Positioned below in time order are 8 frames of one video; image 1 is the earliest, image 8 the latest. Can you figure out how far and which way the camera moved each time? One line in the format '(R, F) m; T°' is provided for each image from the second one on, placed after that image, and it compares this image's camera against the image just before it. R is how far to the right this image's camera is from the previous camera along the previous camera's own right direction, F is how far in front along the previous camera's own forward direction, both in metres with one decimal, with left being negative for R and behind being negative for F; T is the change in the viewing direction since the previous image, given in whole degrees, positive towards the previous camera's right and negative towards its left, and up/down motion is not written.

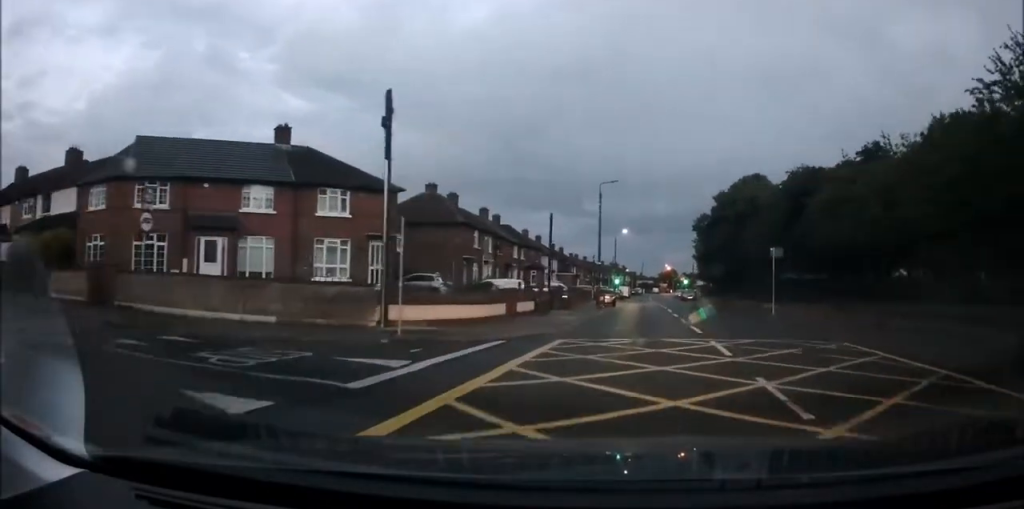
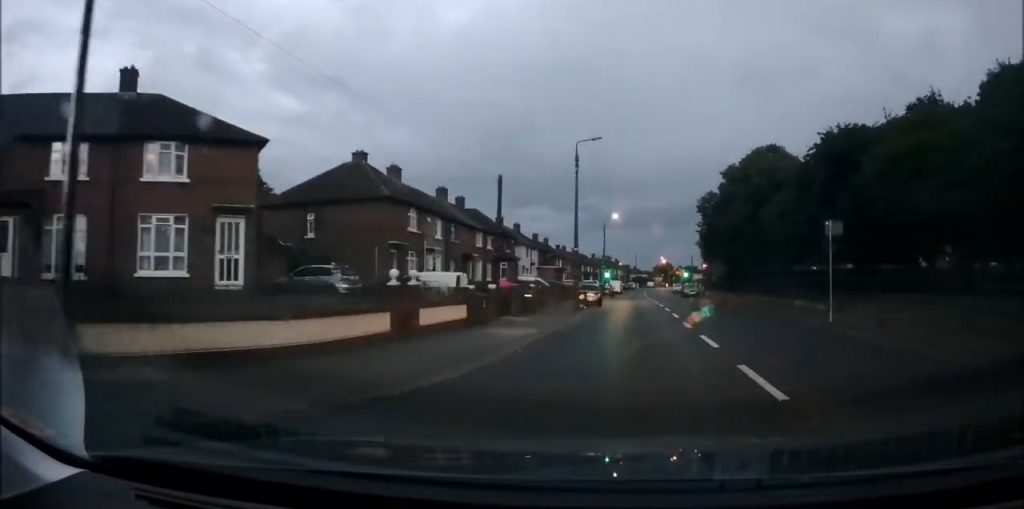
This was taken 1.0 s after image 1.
(+0.1, +11.0) m; 0°
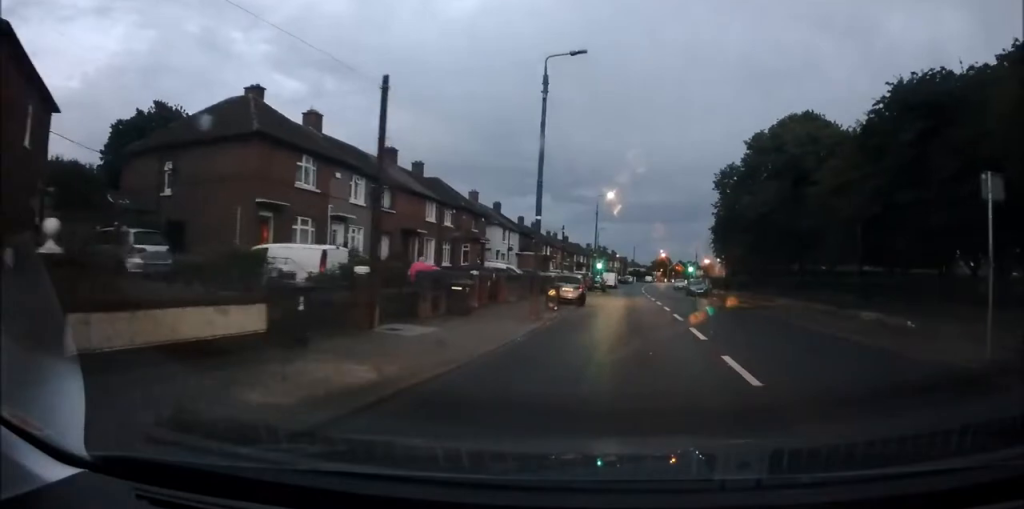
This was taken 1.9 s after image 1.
(0.0, +11.0) m; -1°
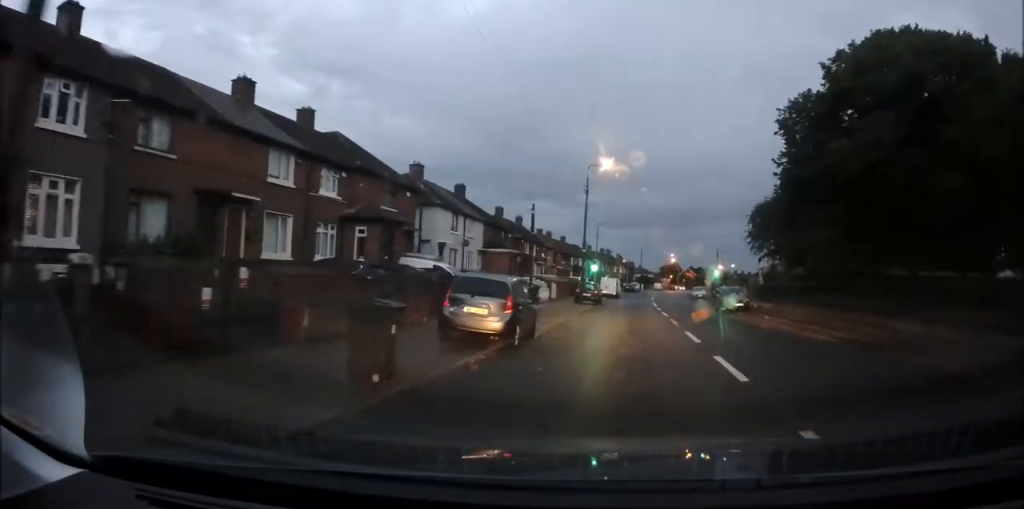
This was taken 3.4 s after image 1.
(-0.1, +17.0) m; 0°
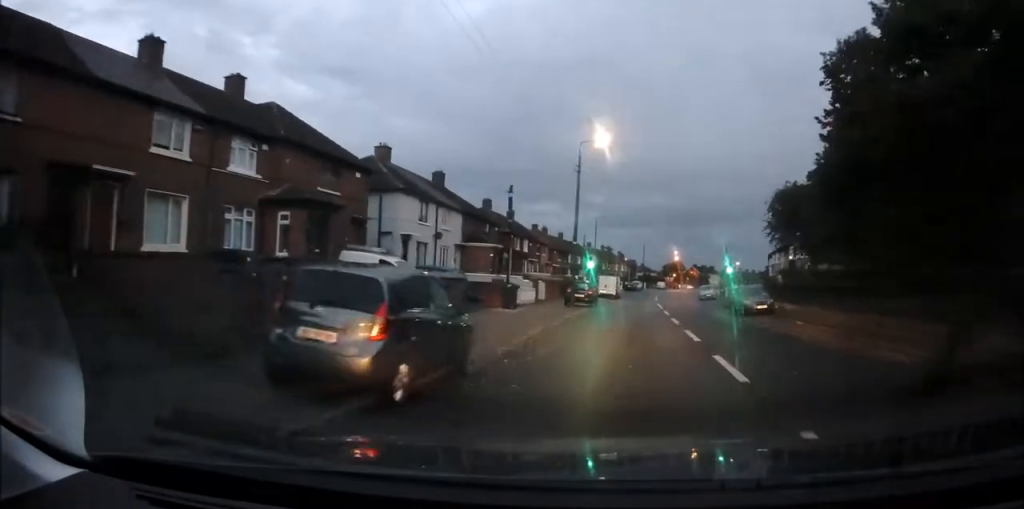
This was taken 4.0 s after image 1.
(0.0, +6.0) m; 0°
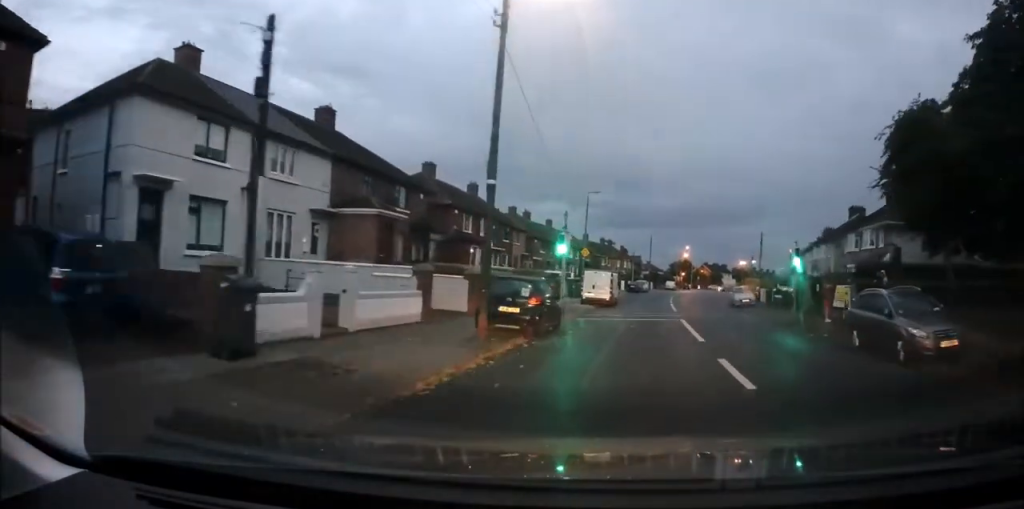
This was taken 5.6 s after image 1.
(+0.2, +18.4) m; +2°
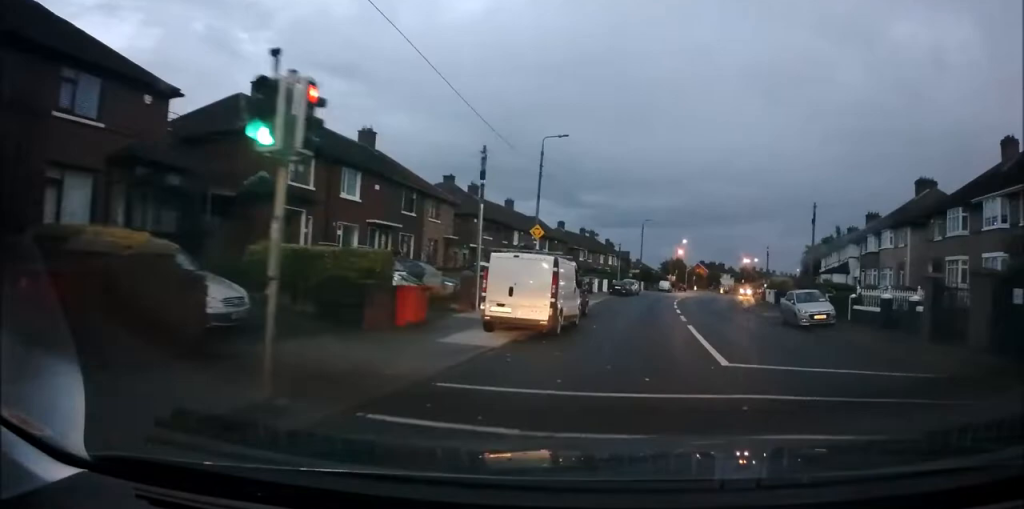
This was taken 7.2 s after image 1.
(0.0, +19.5) m; -2°
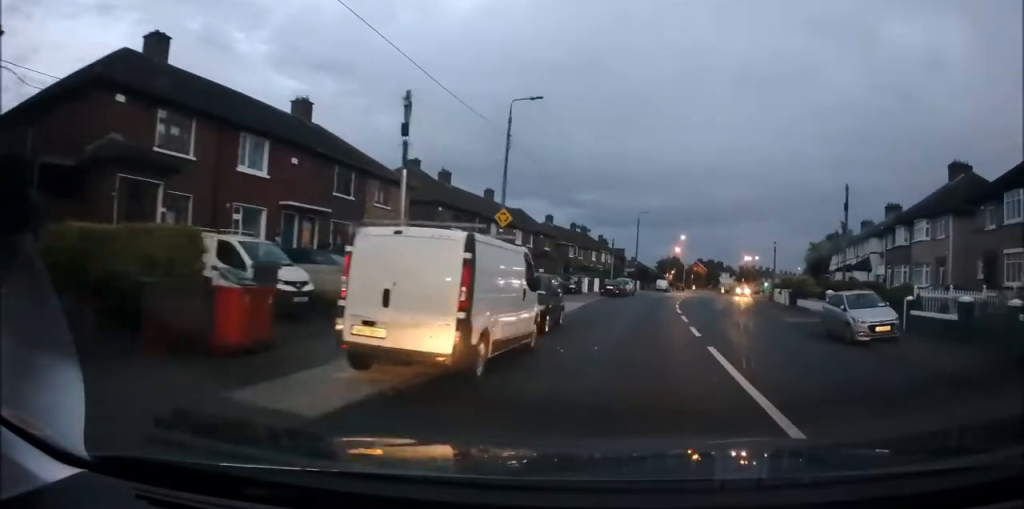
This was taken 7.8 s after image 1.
(0.0, +6.6) m; +1°
